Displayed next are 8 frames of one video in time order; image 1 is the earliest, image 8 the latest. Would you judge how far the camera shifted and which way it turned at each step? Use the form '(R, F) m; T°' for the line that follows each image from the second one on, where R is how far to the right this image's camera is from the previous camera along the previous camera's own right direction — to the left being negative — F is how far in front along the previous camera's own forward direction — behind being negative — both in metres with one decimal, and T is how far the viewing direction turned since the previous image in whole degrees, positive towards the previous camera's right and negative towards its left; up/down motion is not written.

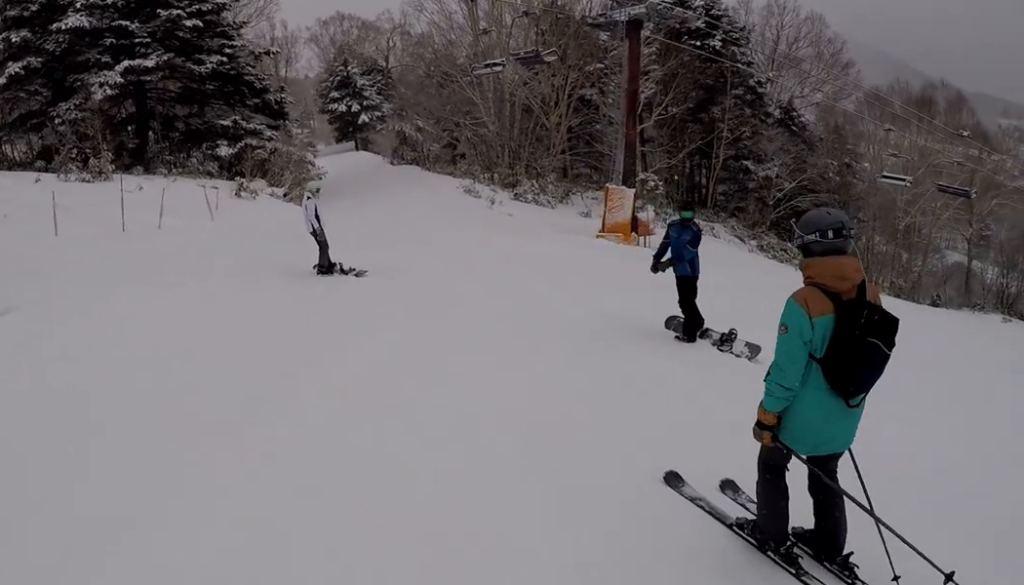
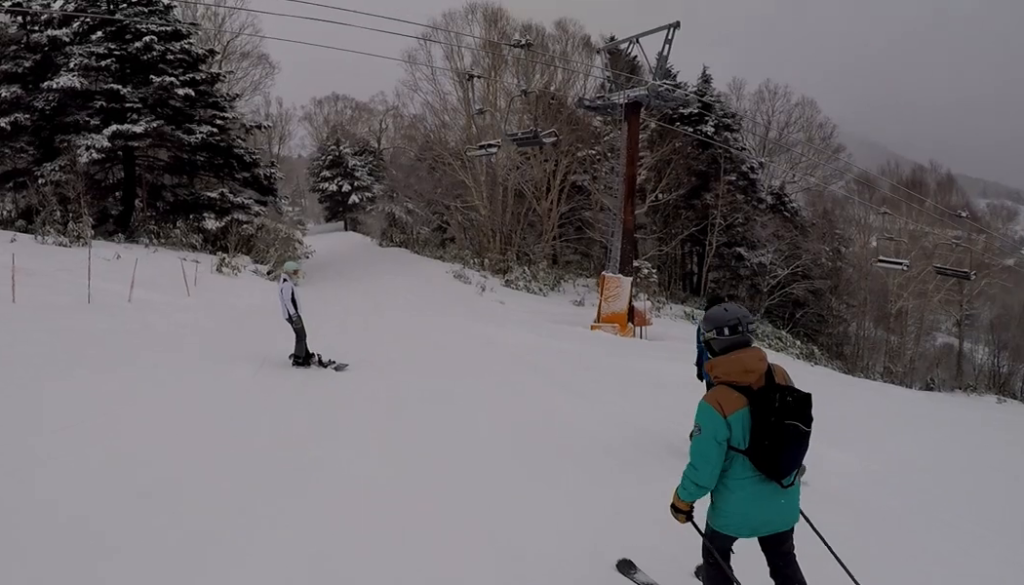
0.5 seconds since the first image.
(+0.5, +1.6) m; 0°
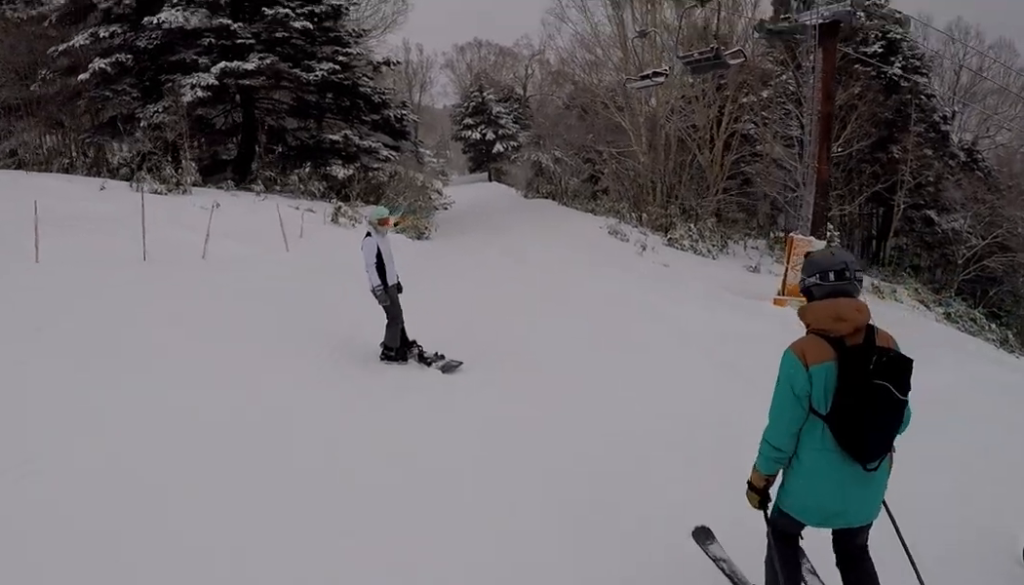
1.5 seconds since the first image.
(-0.1, +3.8) m; -9°
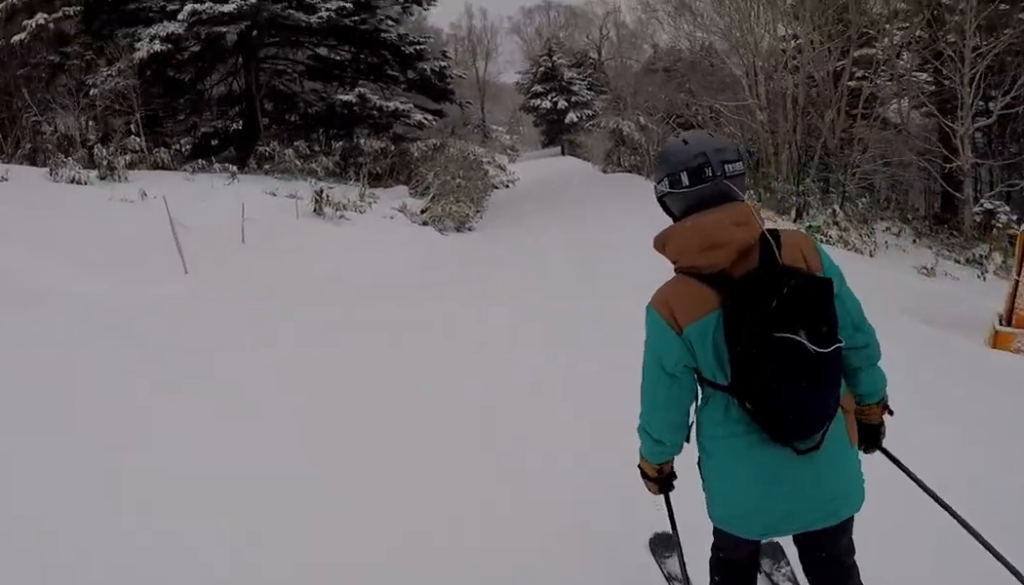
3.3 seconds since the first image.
(-1.4, +7.7) m; -19°
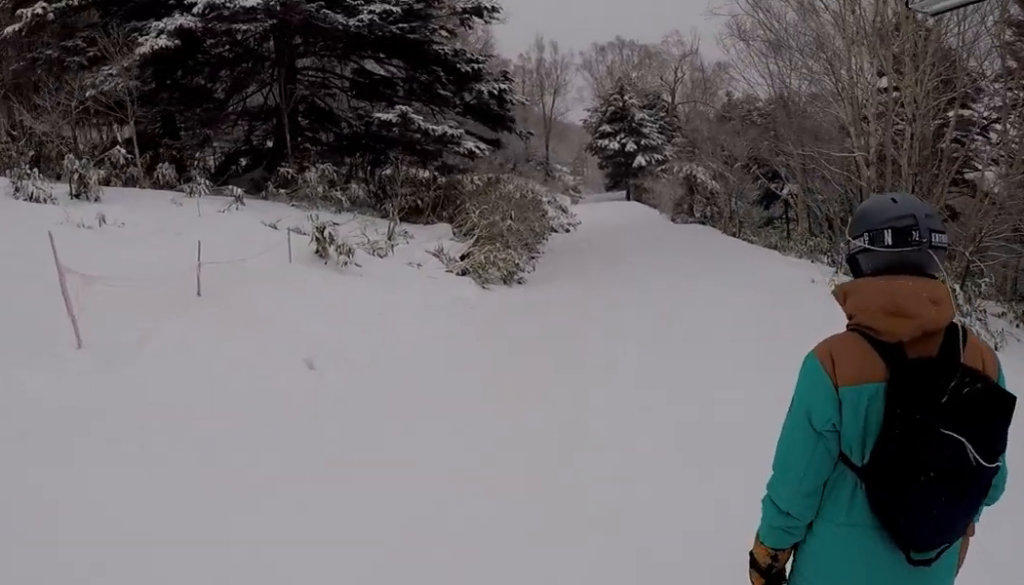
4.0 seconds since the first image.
(-0.7, +3.3) m; 0°
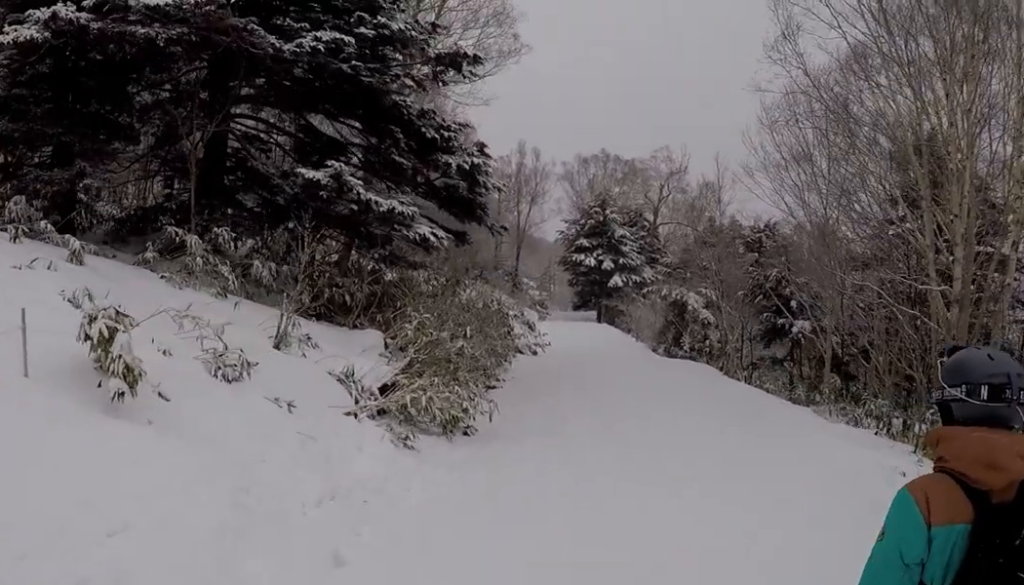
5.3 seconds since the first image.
(+1.6, +5.5) m; +22°
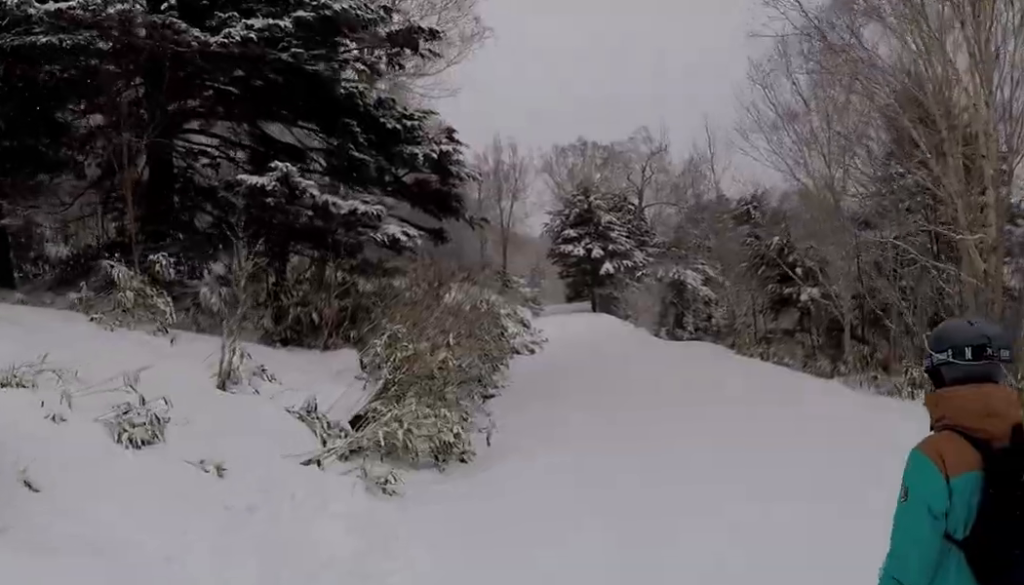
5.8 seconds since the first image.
(+0.3, +2.0) m; +1°
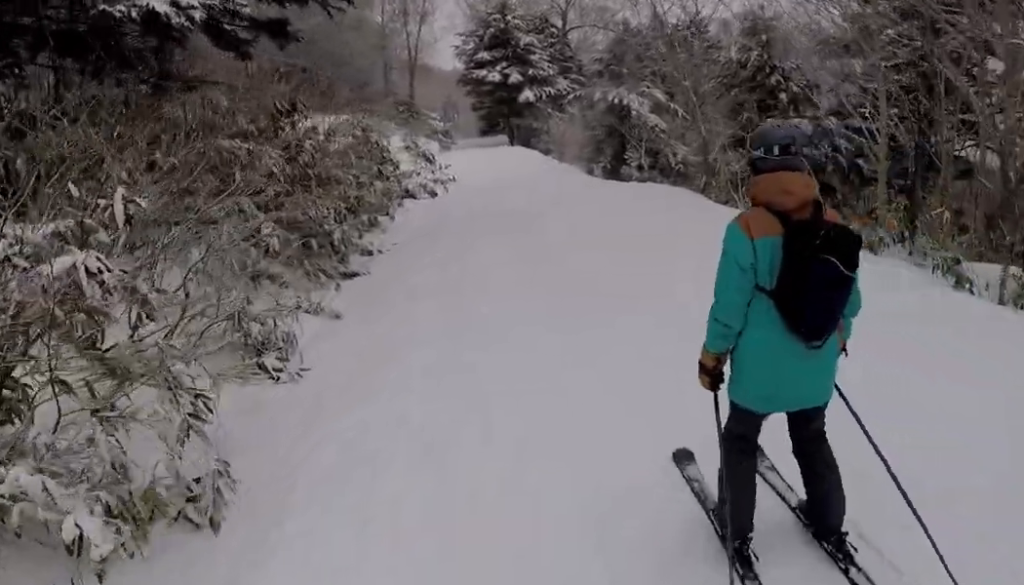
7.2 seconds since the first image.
(-0.6, +6.2) m; -10°
